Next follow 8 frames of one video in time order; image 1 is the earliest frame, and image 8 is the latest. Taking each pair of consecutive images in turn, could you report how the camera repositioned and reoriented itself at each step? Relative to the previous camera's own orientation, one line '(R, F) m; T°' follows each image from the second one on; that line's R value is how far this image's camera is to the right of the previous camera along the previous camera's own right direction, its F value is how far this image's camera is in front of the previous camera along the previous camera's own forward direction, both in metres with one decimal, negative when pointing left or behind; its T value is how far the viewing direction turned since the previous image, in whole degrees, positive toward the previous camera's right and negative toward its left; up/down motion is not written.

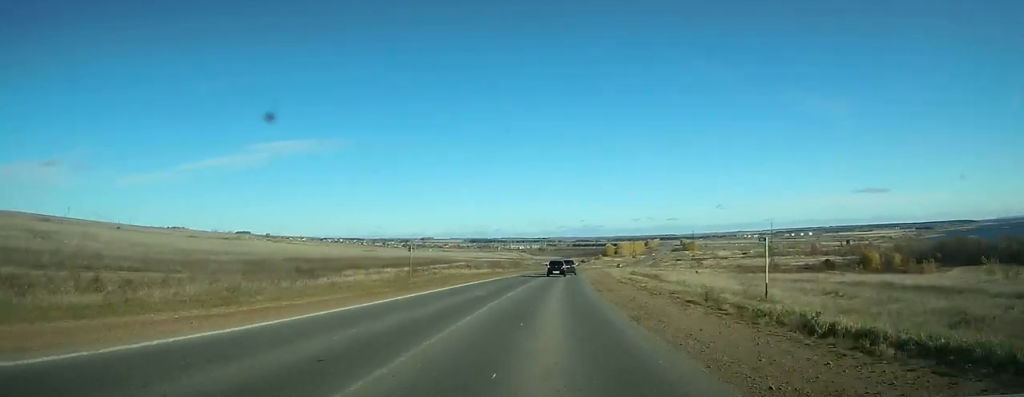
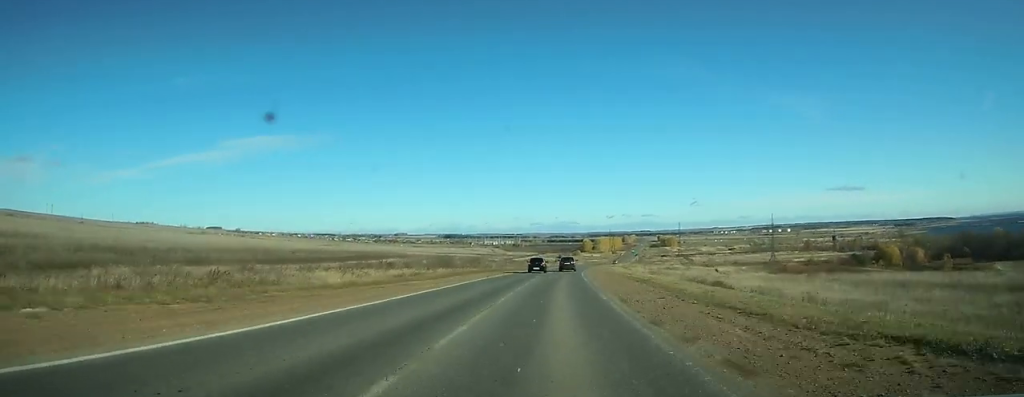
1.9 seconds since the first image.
(+0.9, +42.6) m; +2°
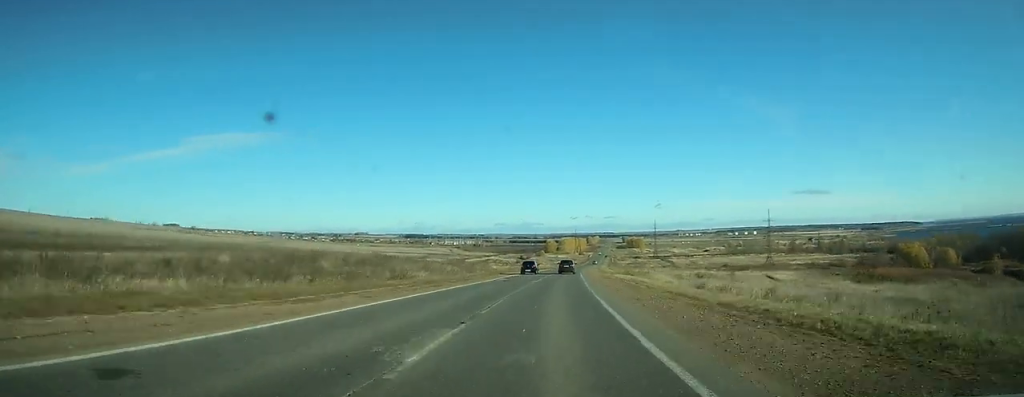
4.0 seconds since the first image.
(+1.3, +50.4) m; +3°
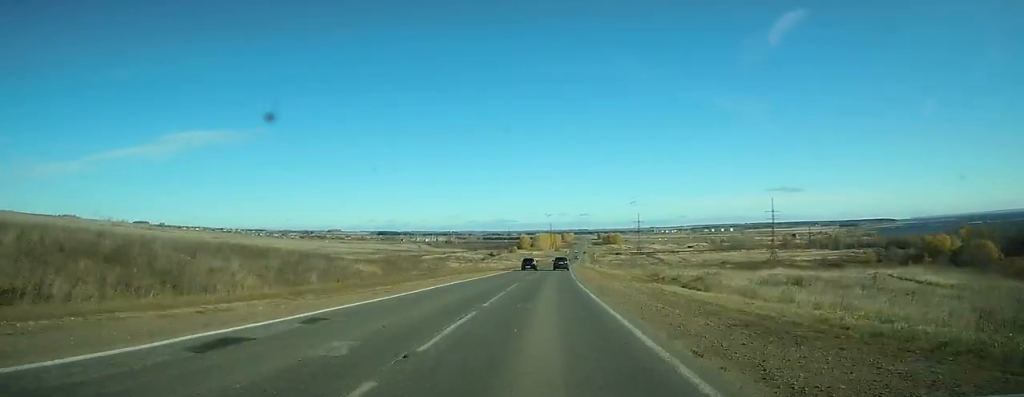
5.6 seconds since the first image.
(+0.8, +35.9) m; +2°
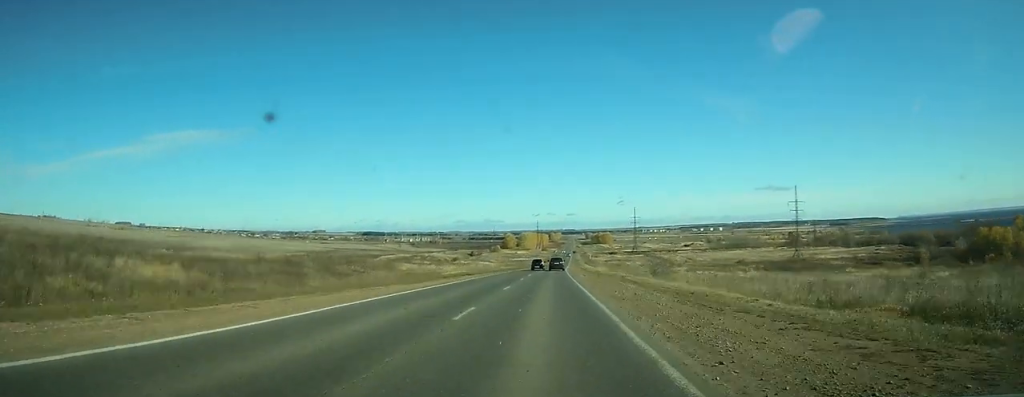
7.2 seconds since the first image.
(+0.8, +36.2) m; +2°
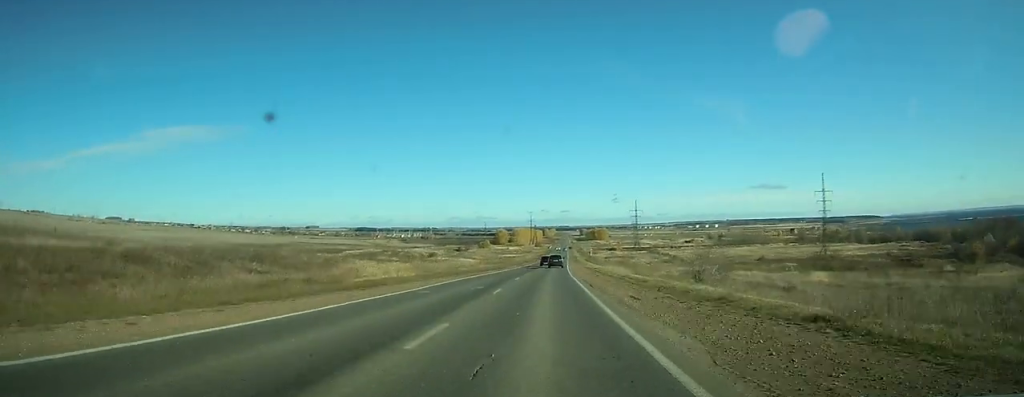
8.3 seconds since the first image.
(+0.2, +26.0) m; +1°
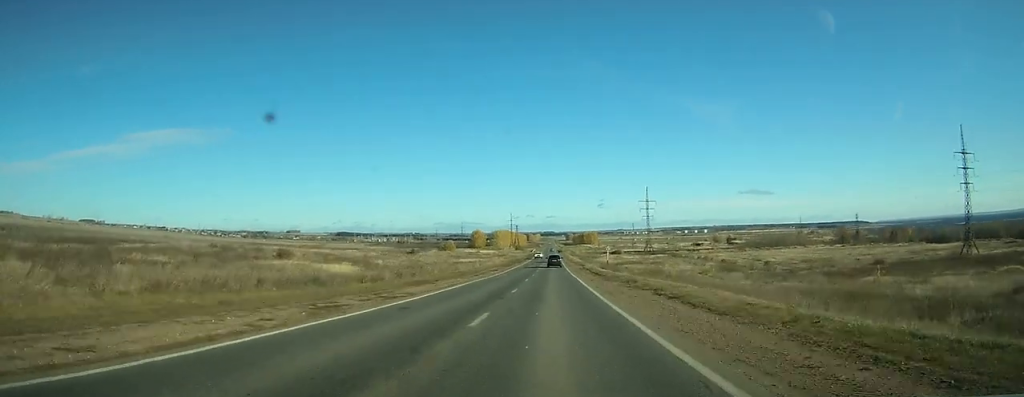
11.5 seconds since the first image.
(+1.4, +77.2) m; +2°
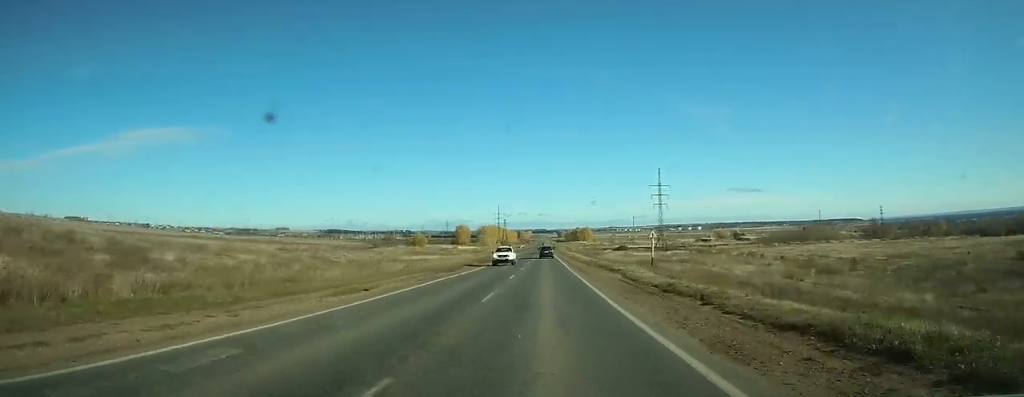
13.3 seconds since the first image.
(+0.3, +43.5) m; +1°
